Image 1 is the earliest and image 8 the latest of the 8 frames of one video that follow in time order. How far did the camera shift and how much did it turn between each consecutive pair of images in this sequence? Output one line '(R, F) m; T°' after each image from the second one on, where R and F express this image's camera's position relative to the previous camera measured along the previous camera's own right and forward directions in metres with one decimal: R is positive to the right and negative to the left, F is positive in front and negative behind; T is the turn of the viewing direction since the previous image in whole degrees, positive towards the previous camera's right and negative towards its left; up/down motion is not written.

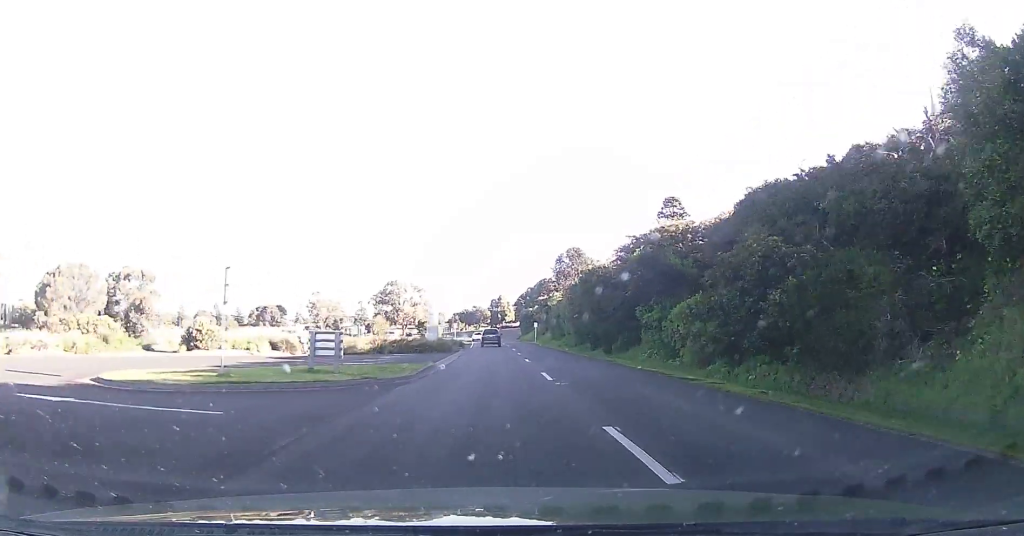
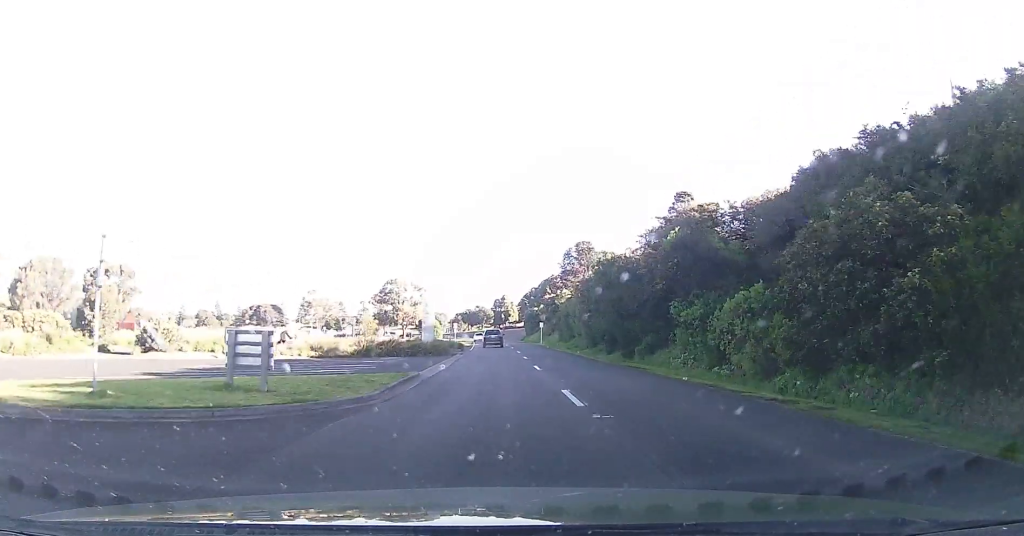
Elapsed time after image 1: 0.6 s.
(-0.2, +6.0) m; 0°
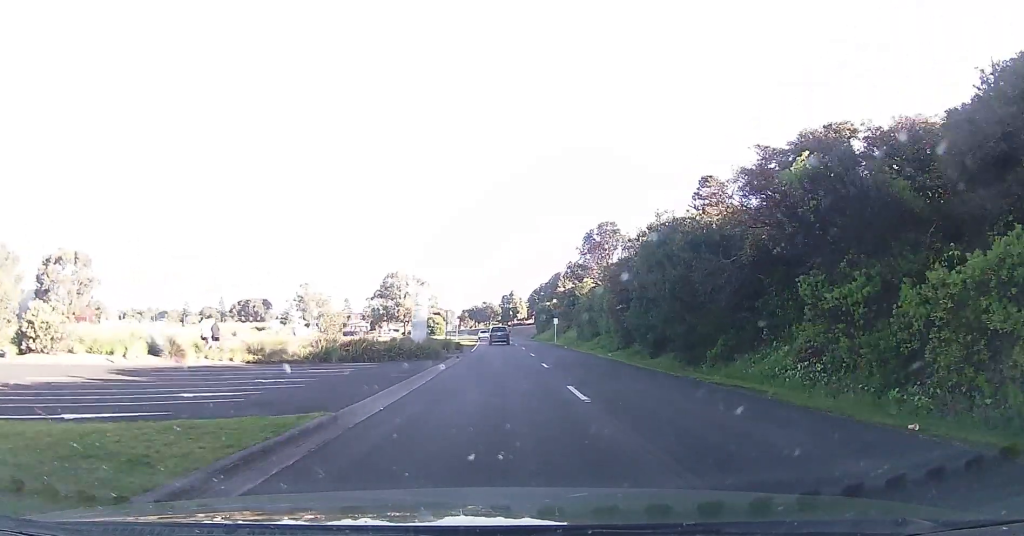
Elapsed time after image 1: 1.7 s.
(+0.3, +11.0) m; +4°
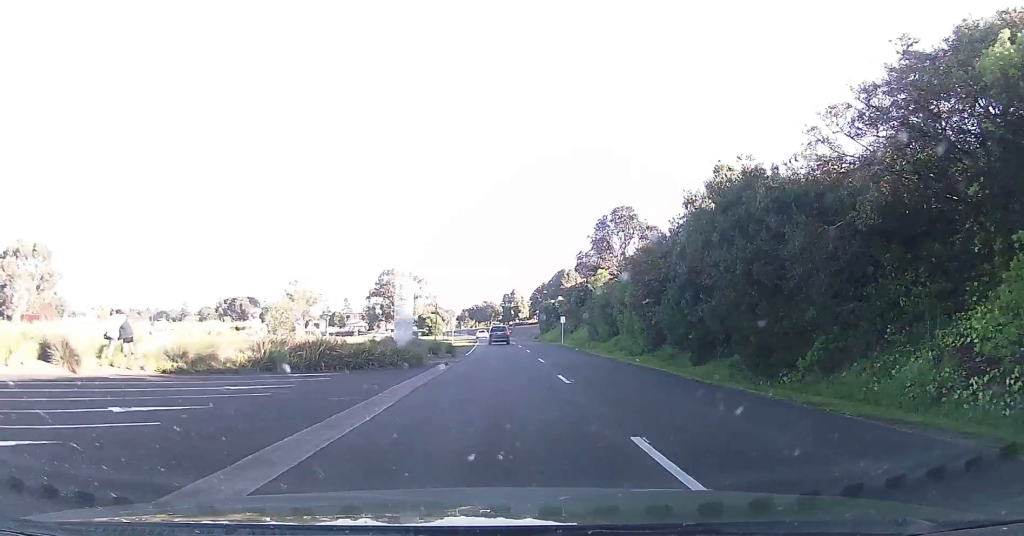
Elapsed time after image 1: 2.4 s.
(+0.3, +7.4) m; +1°
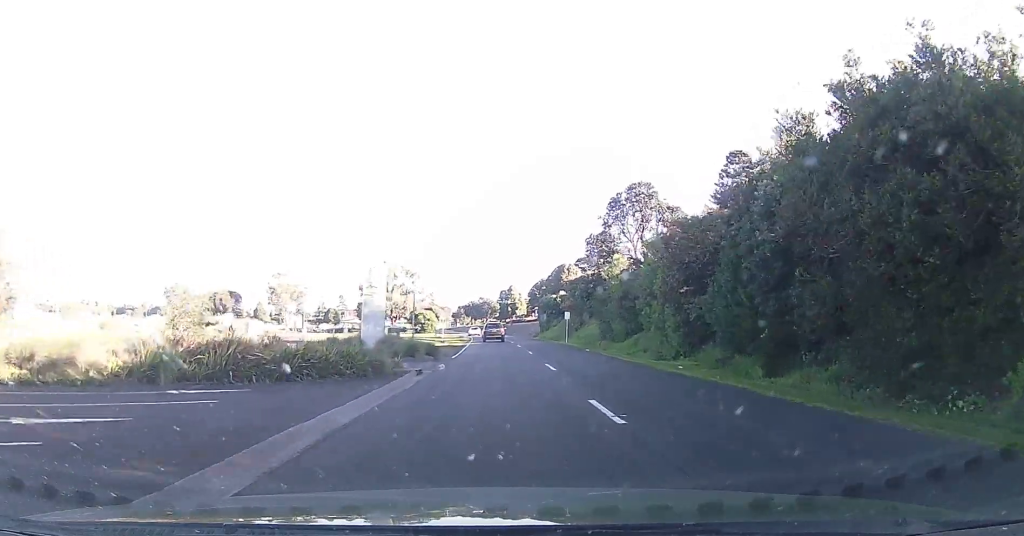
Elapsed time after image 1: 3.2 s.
(+0.1, +7.8) m; -4°
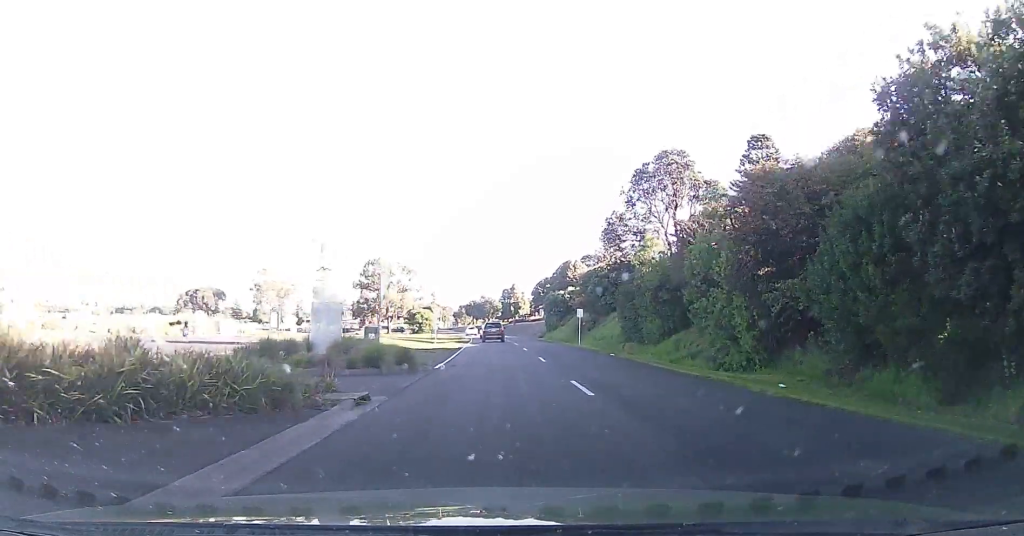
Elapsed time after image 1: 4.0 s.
(-0.7, +8.2) m; -2°
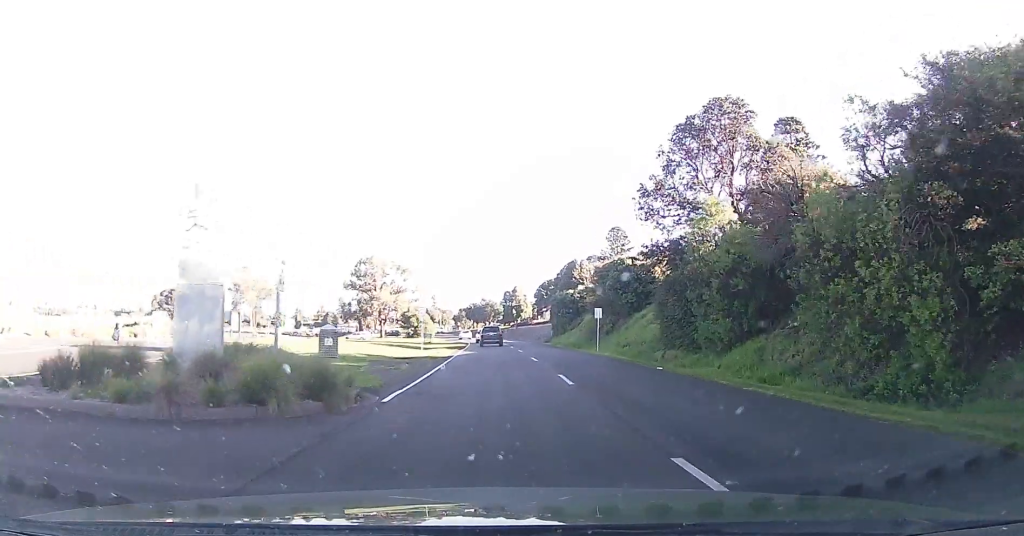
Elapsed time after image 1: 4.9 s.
(+0.2, +9.4) m; +3°
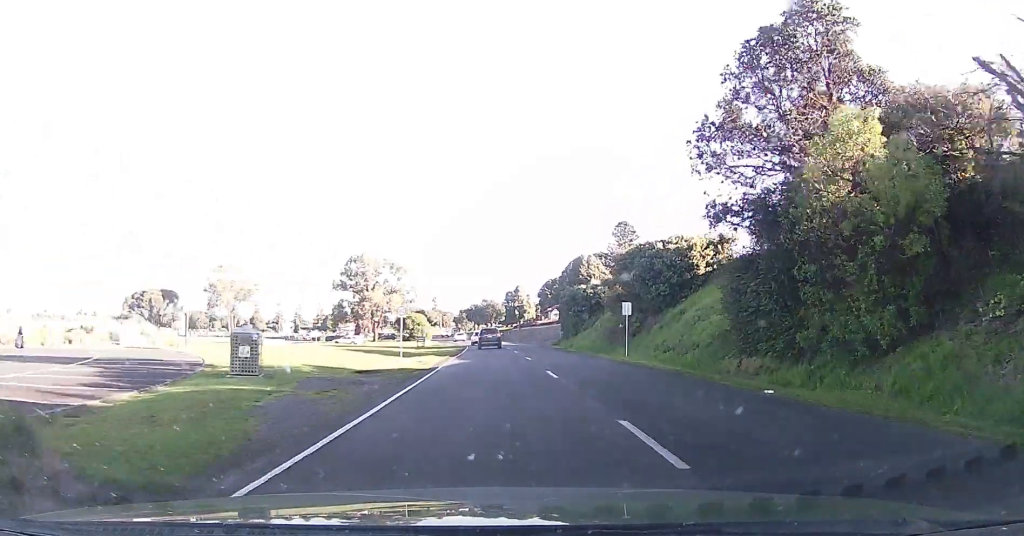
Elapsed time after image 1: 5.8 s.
(+0.4, +9.4) m; +1°
